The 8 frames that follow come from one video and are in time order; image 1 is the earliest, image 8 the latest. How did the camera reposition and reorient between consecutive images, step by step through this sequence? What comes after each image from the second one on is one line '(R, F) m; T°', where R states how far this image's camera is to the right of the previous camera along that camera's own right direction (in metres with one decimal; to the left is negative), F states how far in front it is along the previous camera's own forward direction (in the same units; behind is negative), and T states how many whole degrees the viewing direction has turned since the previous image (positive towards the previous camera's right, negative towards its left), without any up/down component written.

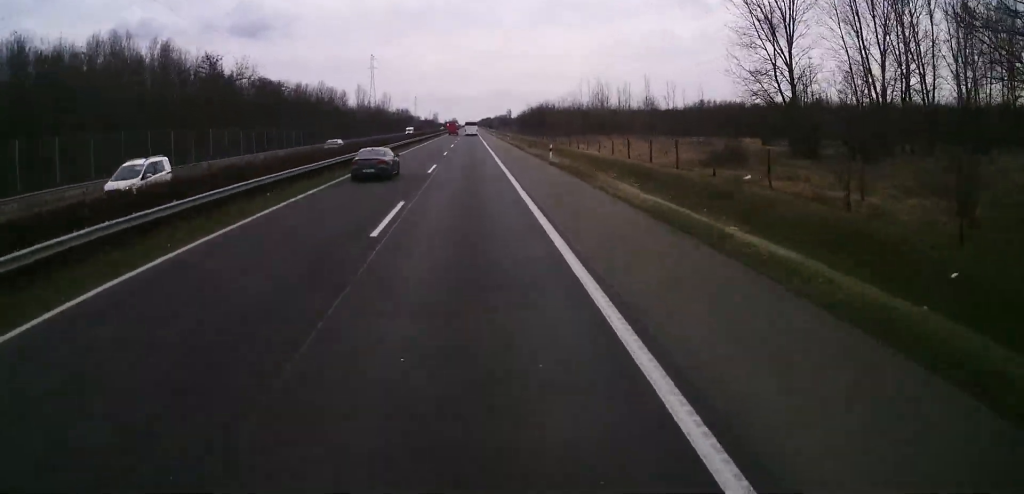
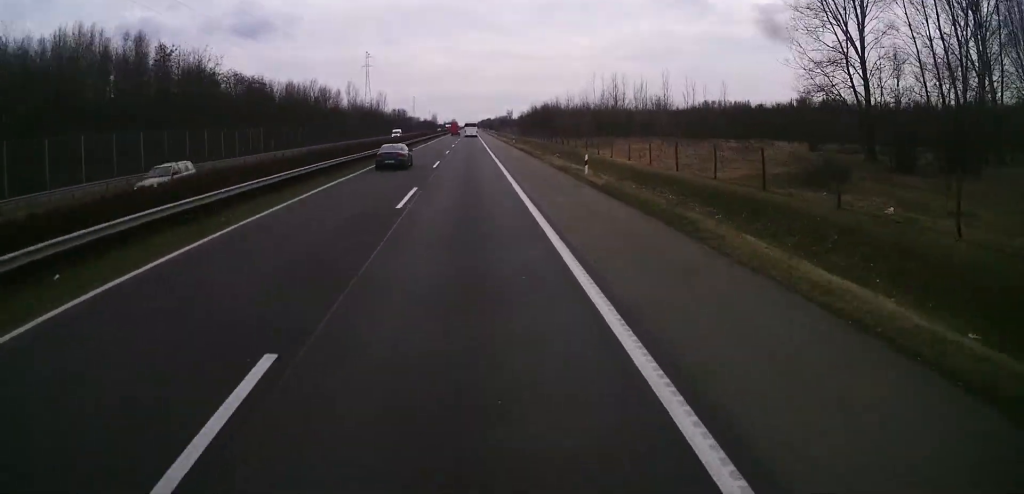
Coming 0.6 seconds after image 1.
(-0.3, +13.1) m; 0°
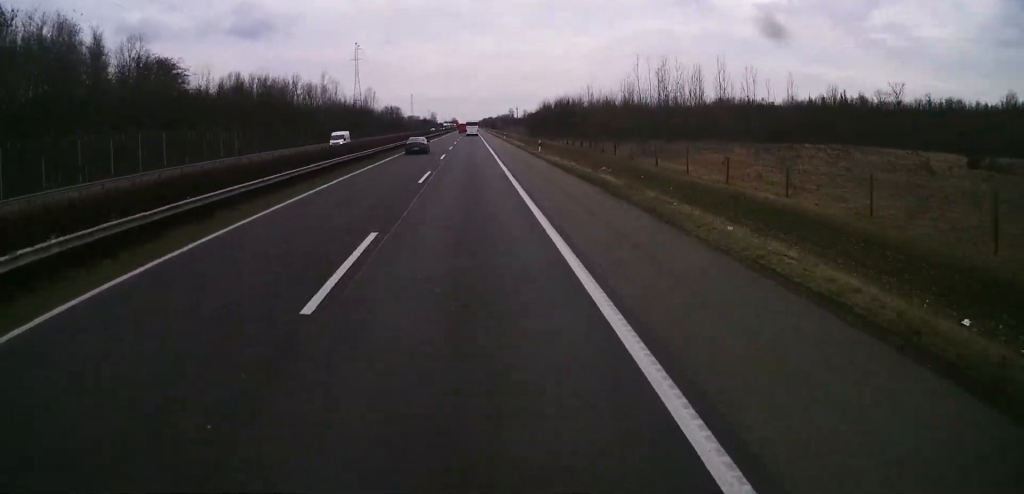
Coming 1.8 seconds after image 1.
(0.0, +28.6) m; +1°
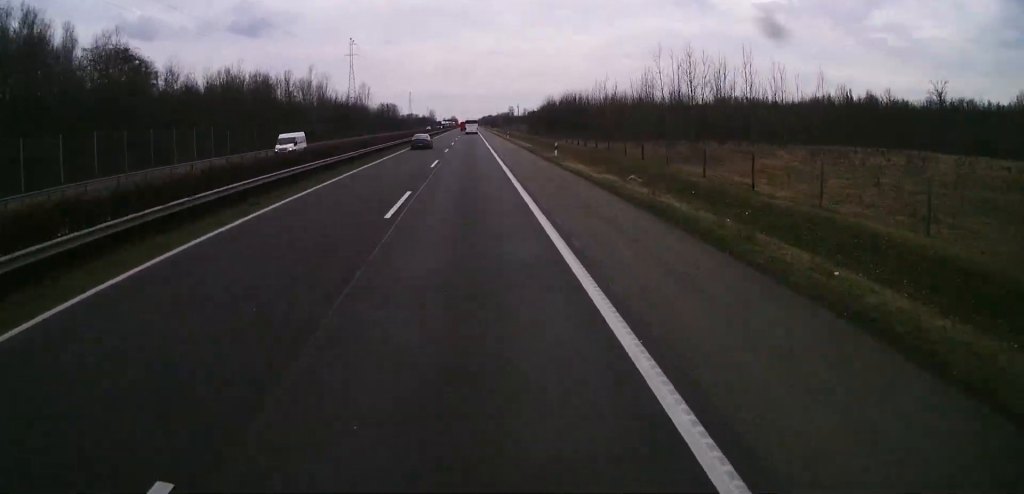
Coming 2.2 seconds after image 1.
(+0.1, +10.0) m; 0°
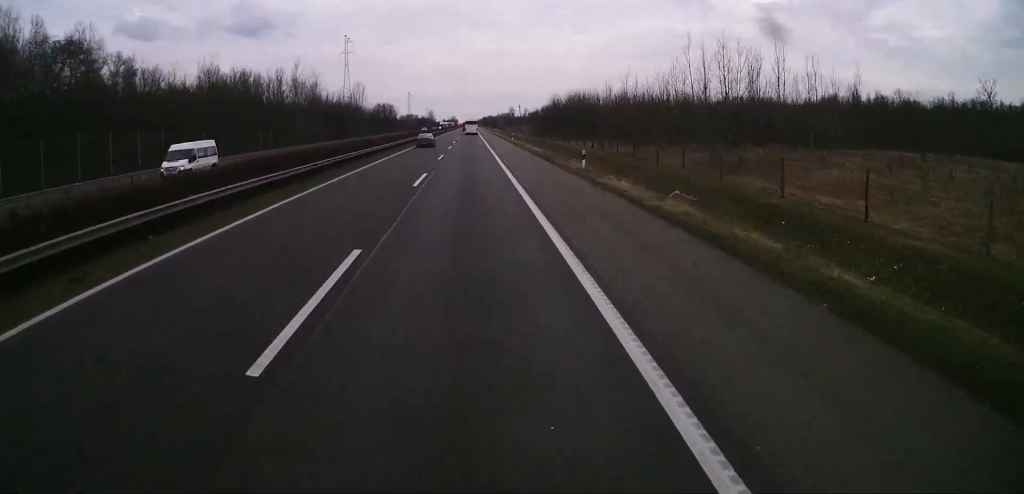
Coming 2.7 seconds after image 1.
(+0.2, +10.0) m; 0°
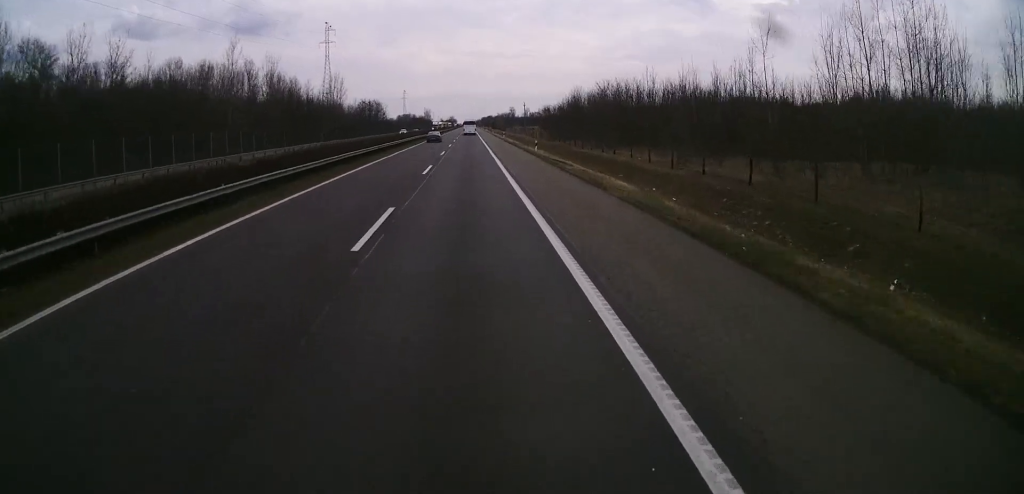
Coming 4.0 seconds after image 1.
(-0.5, +30.0) m; -1°
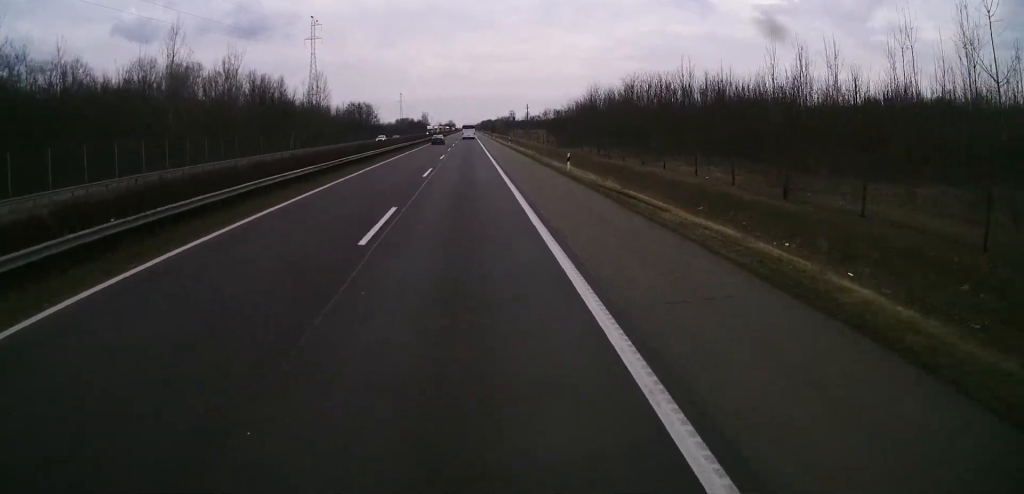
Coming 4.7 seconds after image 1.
(+0.2, +17.0) m; +1°
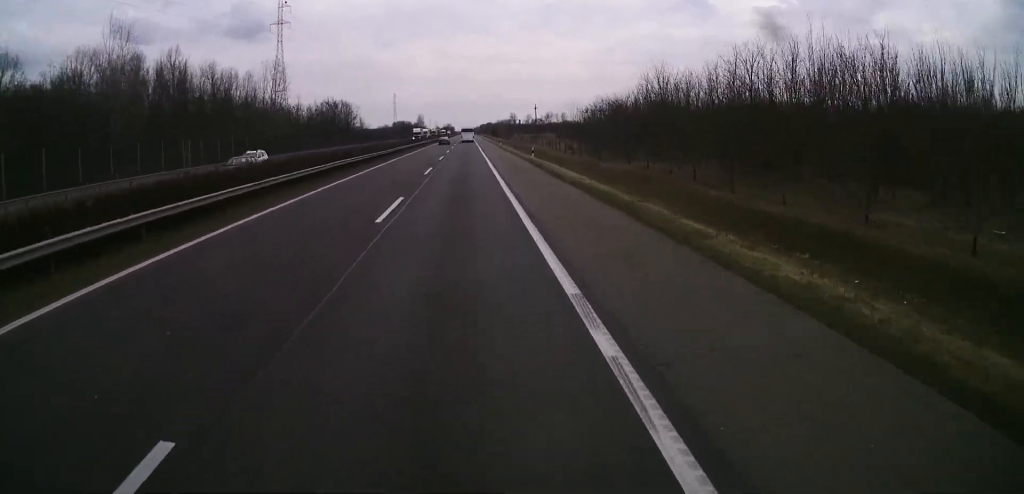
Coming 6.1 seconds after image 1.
(+0.2, +32.3) m; 0°
